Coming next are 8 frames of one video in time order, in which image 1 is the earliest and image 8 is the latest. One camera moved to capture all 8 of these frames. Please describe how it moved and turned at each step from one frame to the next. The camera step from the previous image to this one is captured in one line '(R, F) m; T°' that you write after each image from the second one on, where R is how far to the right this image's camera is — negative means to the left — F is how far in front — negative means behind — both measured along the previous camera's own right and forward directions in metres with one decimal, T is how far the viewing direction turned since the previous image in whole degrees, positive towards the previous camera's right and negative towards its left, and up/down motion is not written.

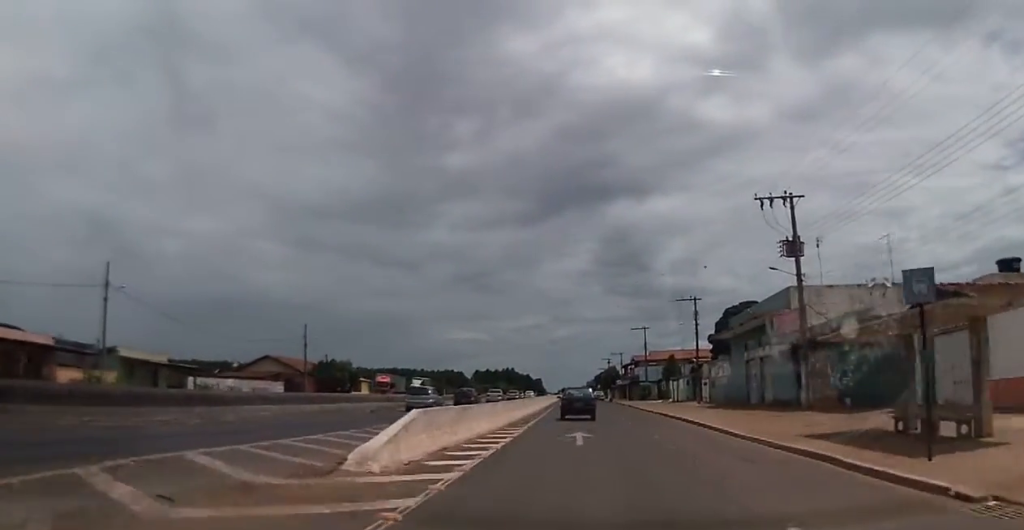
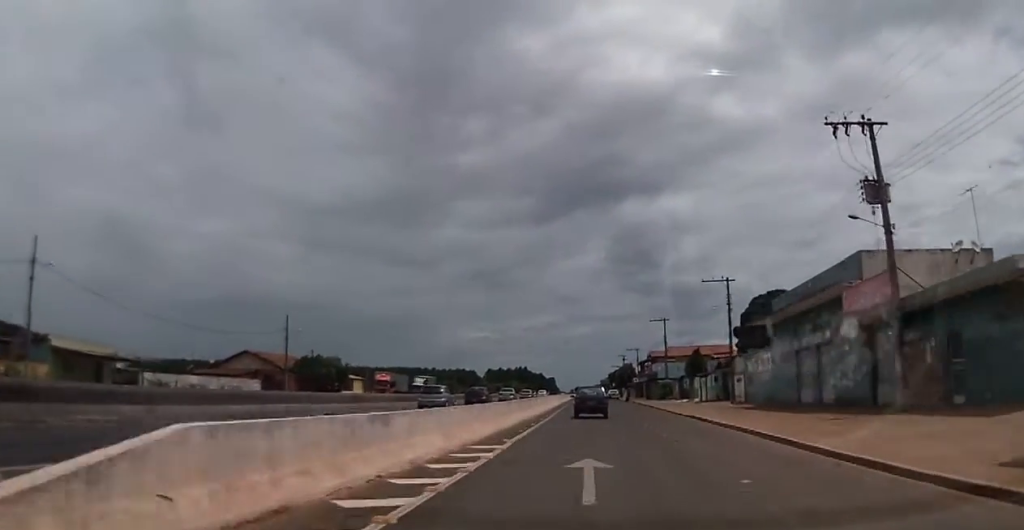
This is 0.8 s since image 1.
(-0.1, +7.2) m; -2°
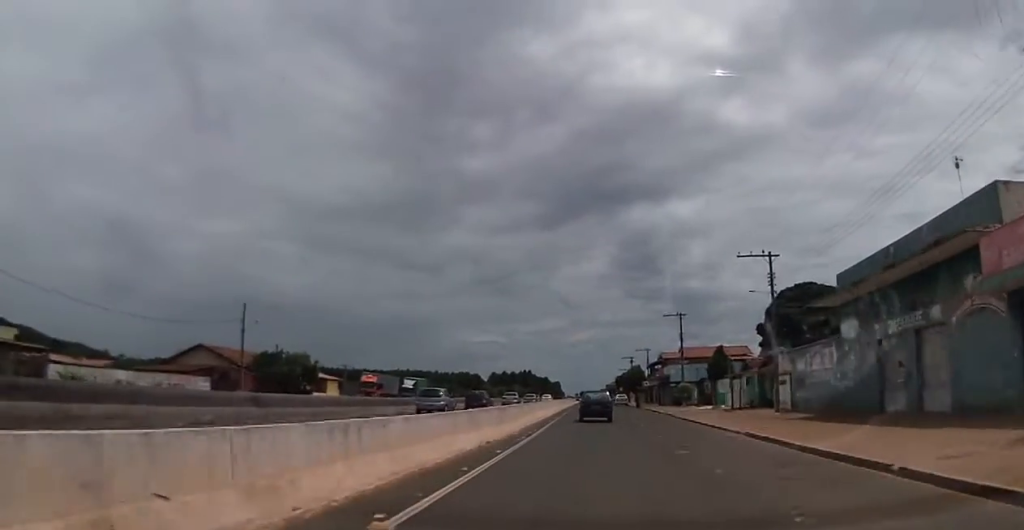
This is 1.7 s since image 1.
(-0.2, +8.9) m; -1°
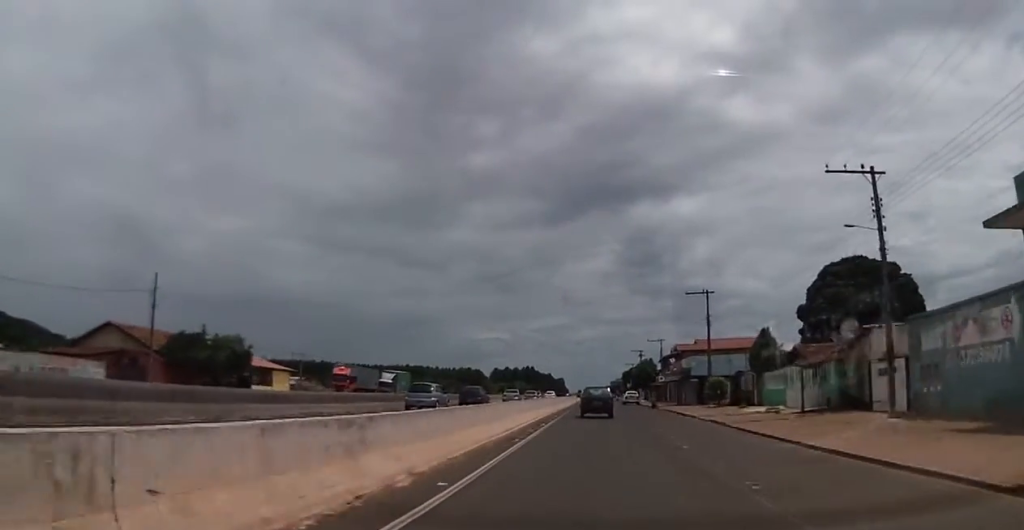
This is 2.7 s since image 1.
(+0.1, +12.6) m; 0°
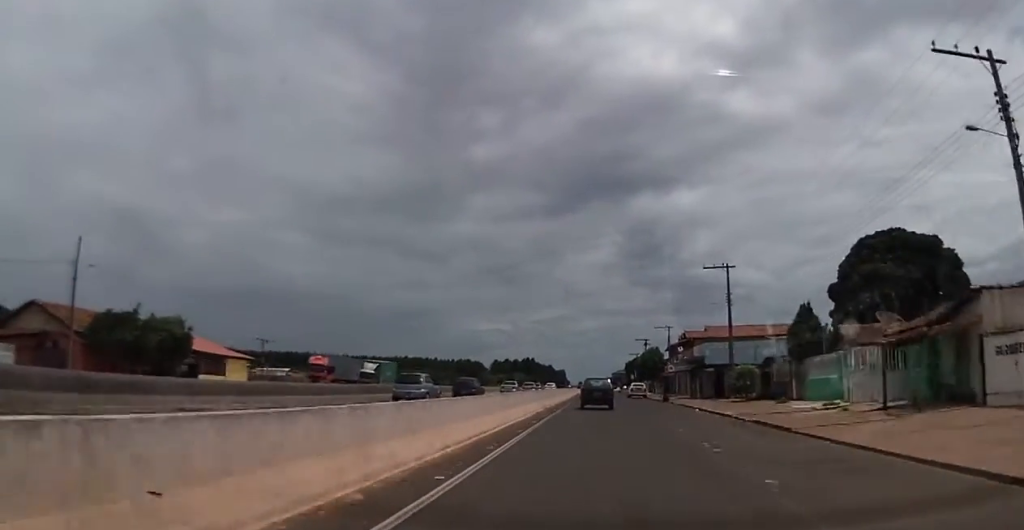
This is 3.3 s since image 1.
(+0.1, +7.7) m; -1°
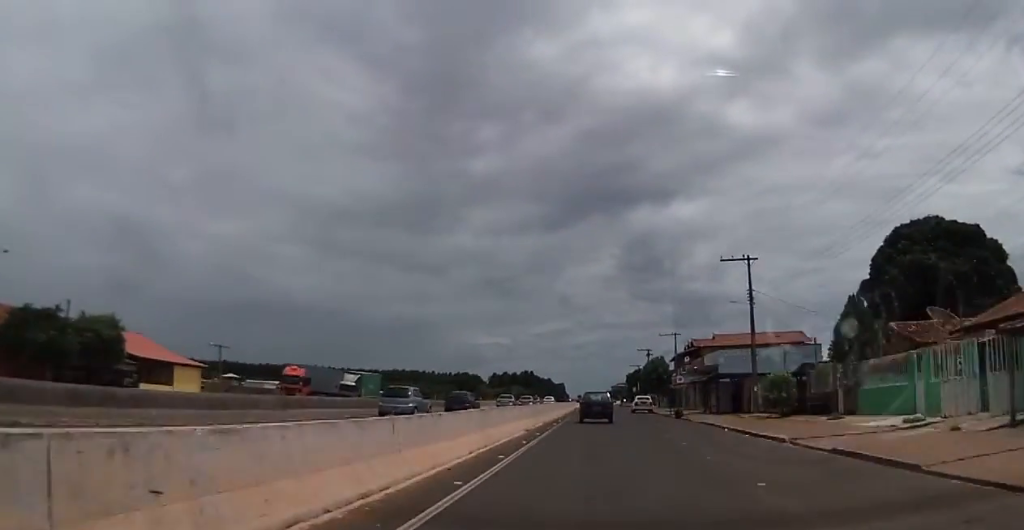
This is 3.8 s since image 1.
(-0.1, +7.0) m; 0°
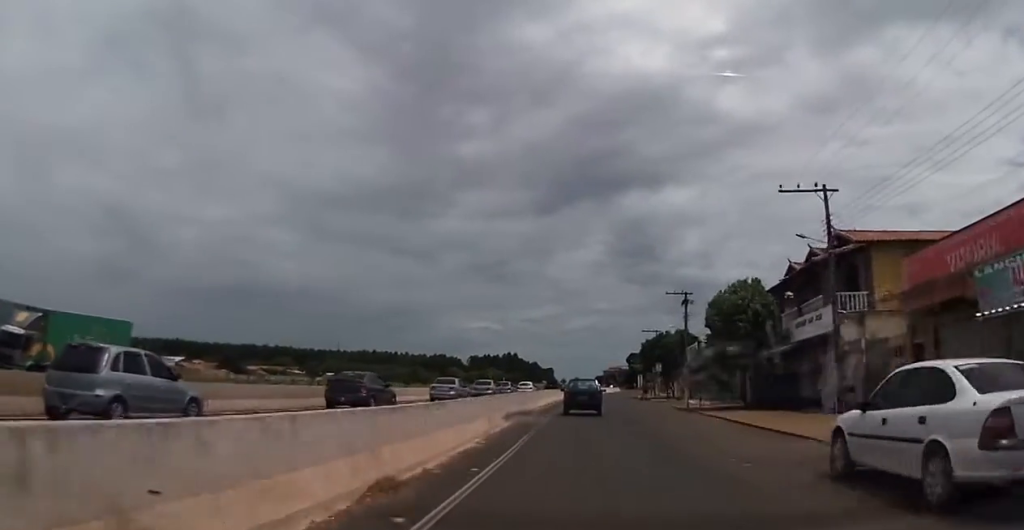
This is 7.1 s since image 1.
(+0.3, +49.8) m; 0°
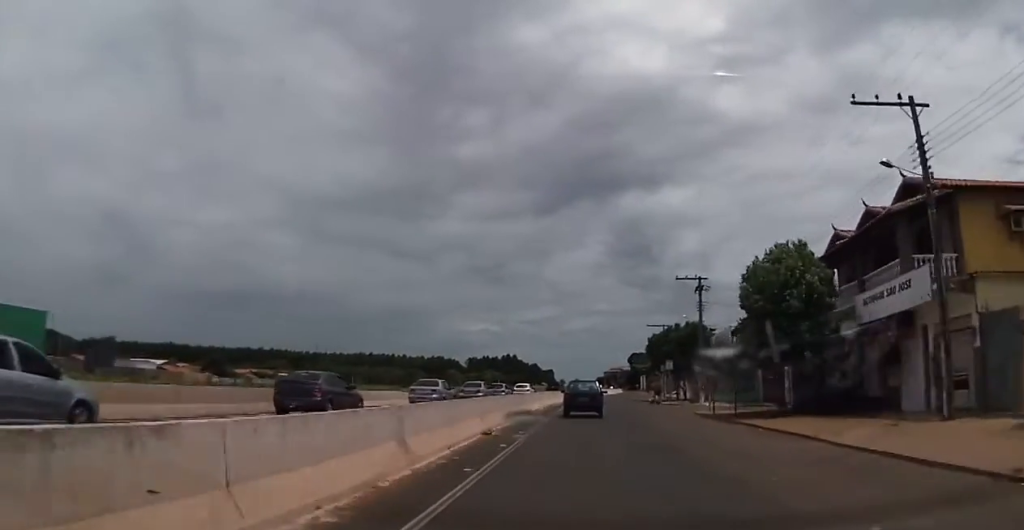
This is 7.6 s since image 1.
(+0.1, +8.3) m; 0°
